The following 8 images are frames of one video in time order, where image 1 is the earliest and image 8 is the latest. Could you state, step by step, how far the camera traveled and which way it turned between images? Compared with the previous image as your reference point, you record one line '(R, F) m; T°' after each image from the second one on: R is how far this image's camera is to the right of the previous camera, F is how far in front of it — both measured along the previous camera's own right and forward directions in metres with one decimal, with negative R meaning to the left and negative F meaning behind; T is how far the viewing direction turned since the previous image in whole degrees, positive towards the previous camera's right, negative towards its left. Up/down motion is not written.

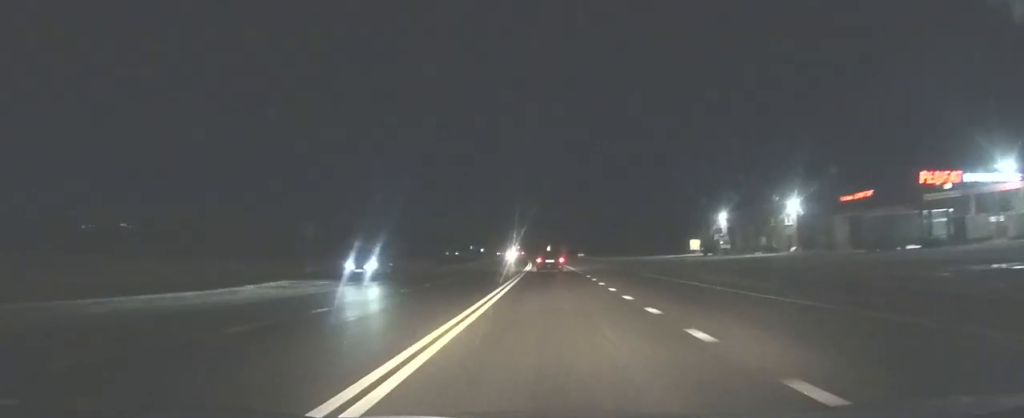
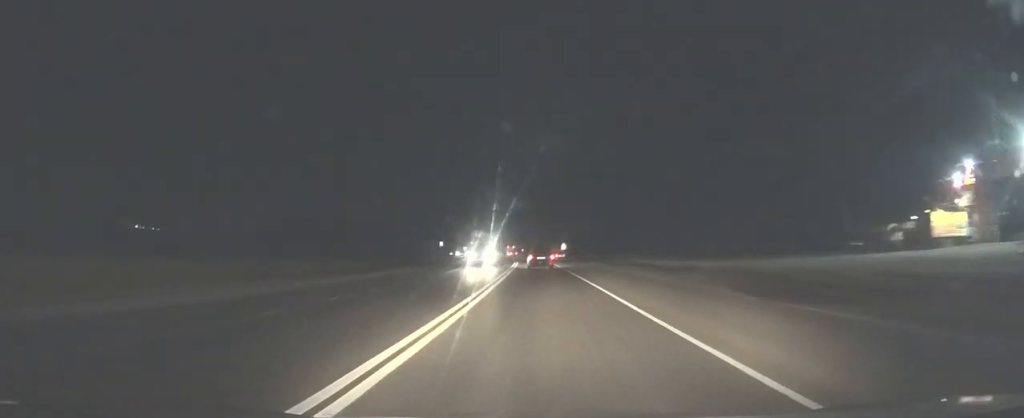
(-0.6, +74.5) m; -1°
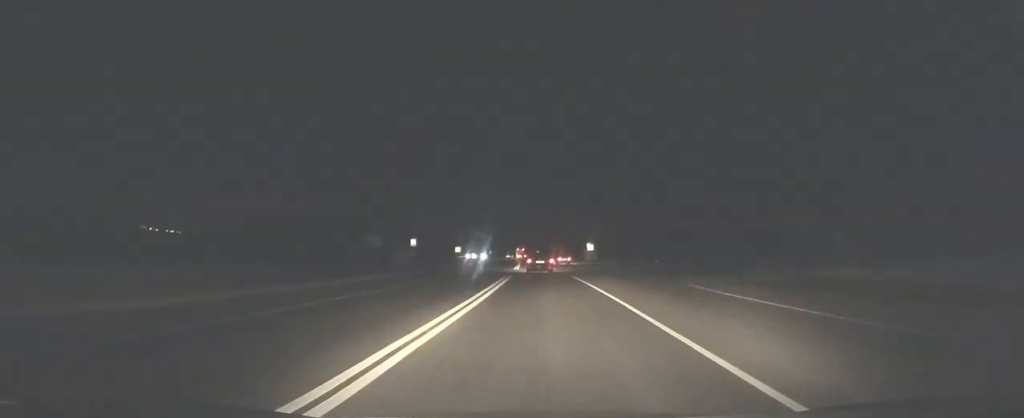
(-0.3, +39.8) m; -1°
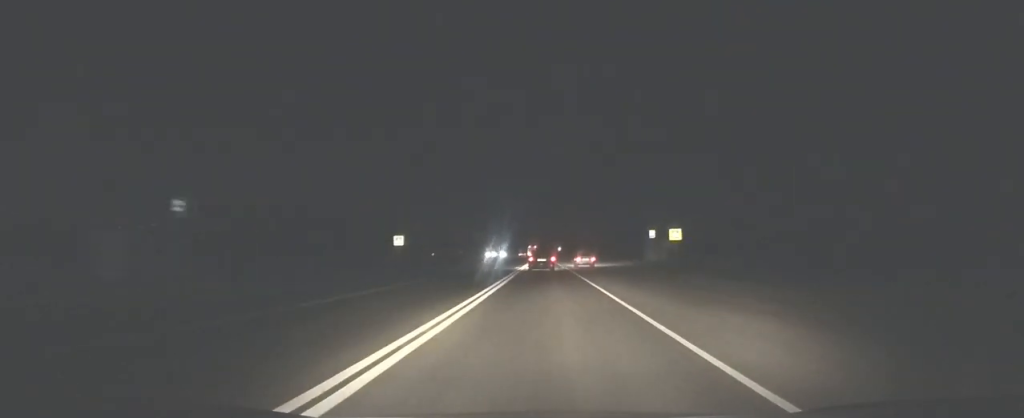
(-0.8, +59.2) m; -2°
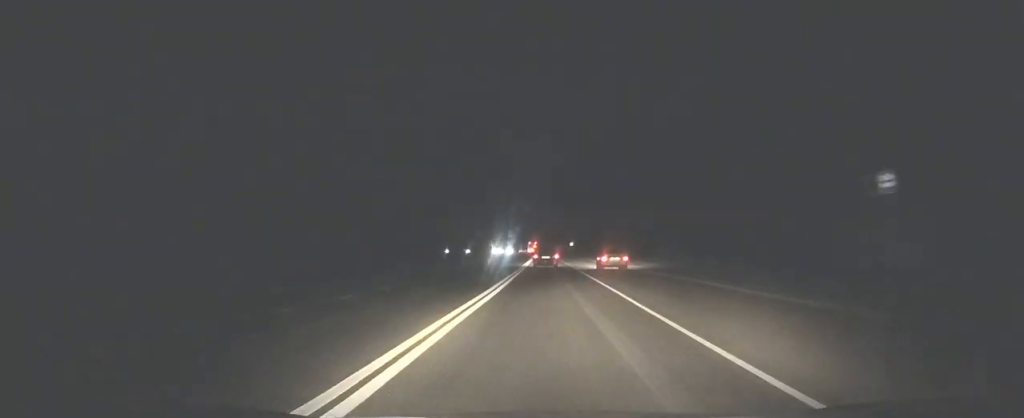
(-0.7, +51.2) m; -1°
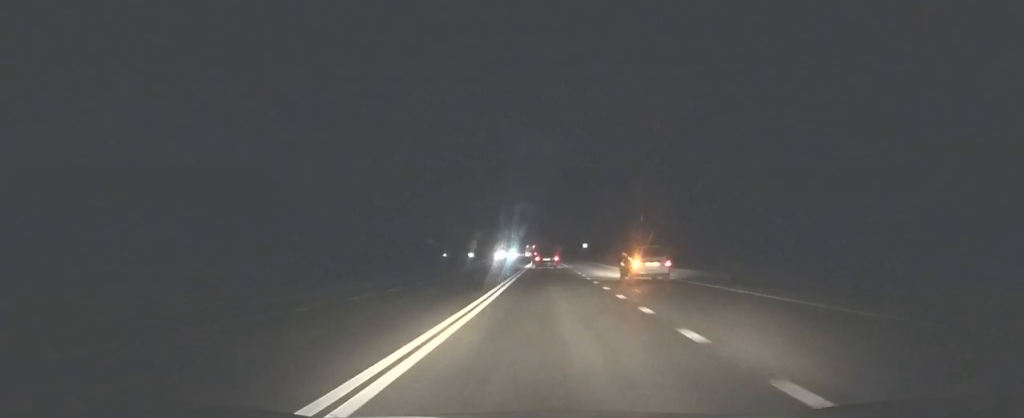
(-0.3, +44.3) m; -1°
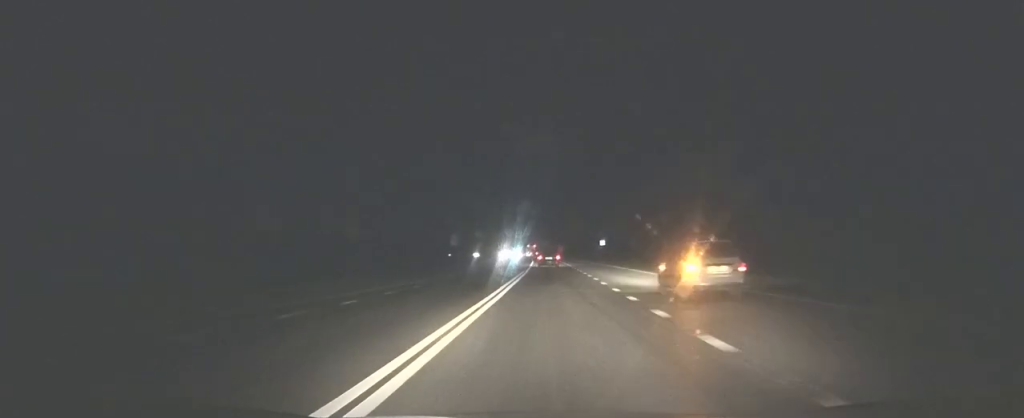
(-0.1, +29.6) m; 0°
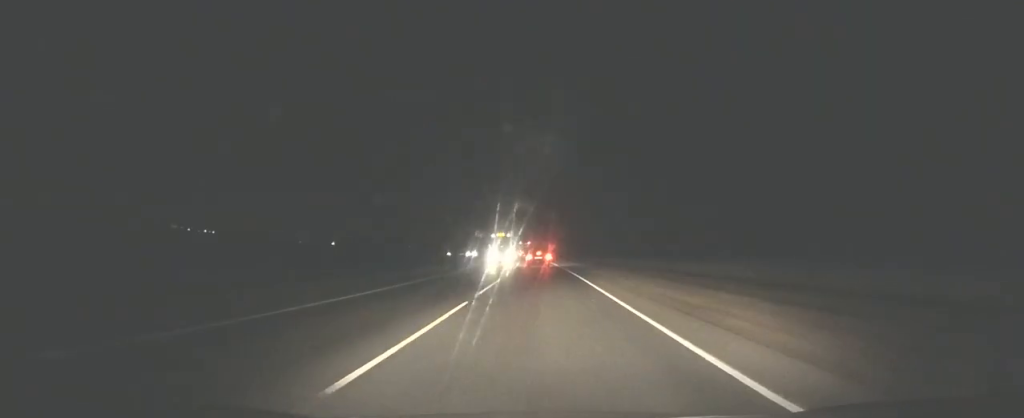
(-2.7, +152.0) m; -3°
